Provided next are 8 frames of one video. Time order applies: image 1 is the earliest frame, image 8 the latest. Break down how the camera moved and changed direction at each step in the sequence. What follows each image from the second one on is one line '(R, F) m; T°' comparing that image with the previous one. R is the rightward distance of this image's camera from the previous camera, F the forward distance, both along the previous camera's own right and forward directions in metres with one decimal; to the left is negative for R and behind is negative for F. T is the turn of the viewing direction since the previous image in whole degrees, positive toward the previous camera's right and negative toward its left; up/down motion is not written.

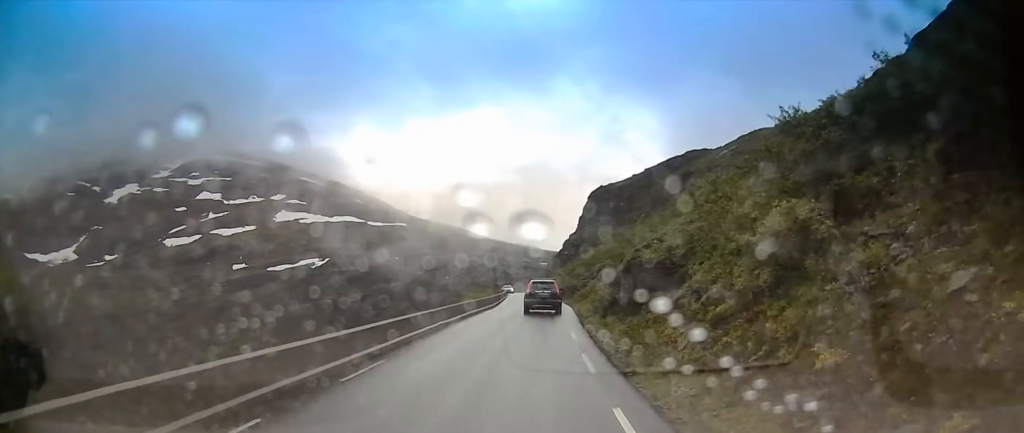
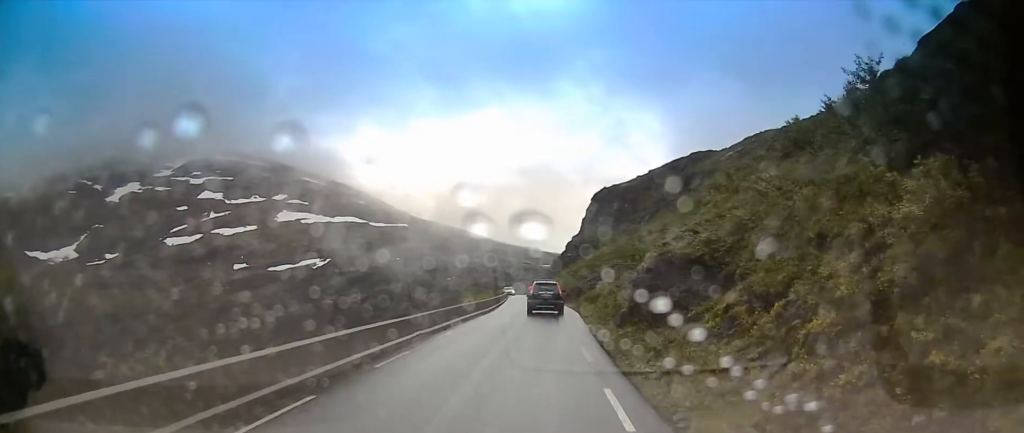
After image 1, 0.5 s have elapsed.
(-0.3, +4.5) m; -2°
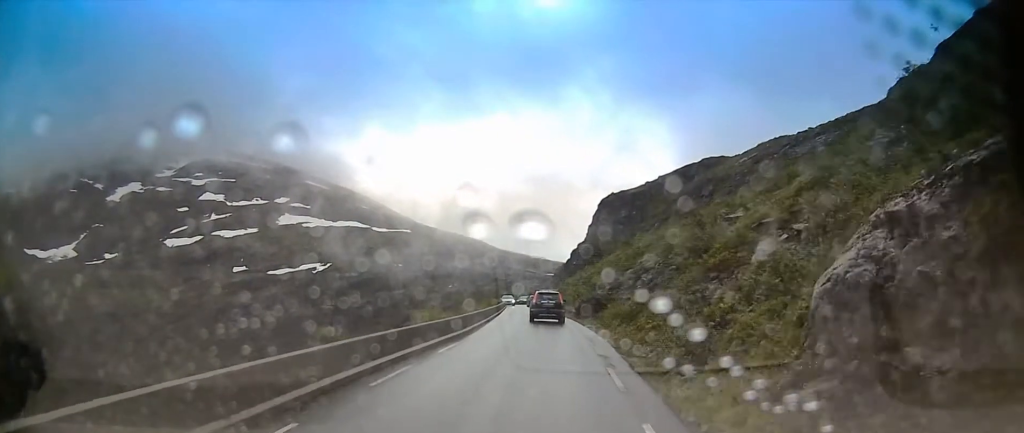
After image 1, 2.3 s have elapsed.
(+1.0, +14.3) m; +5°
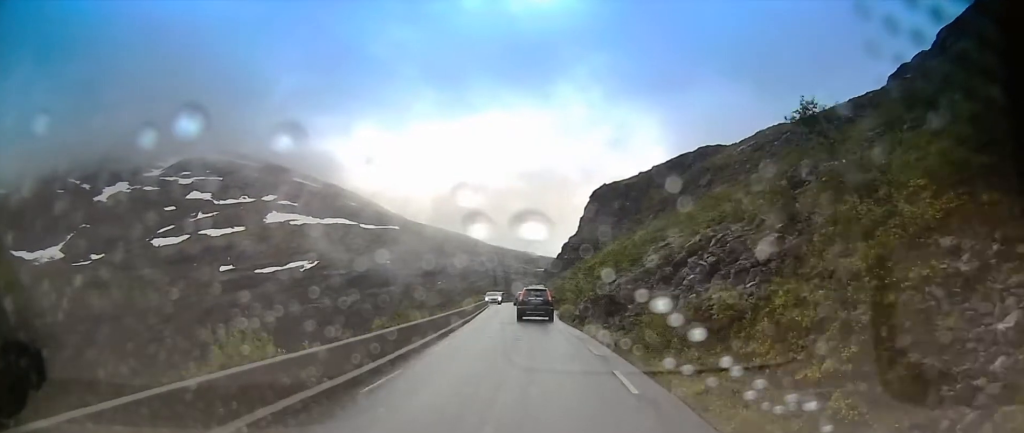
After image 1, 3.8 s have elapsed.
(-0.6, +12.9) m; -2°
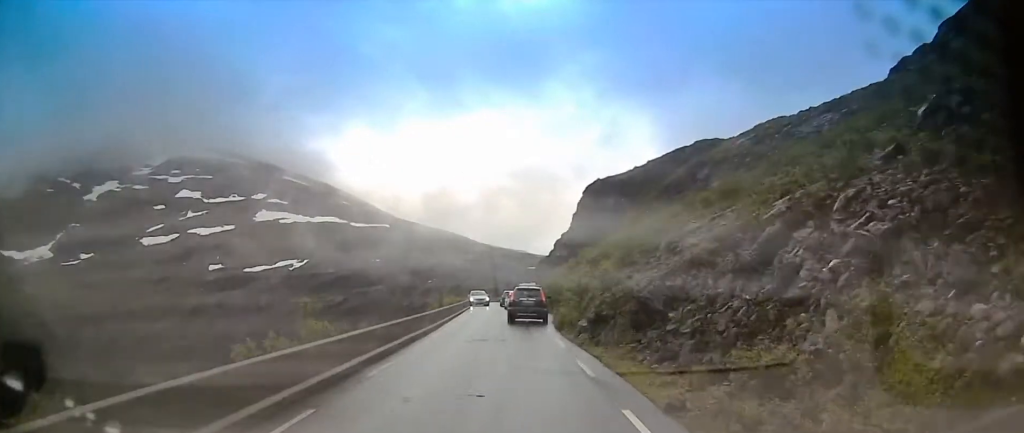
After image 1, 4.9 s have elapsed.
(+0.4, +10.2) m; +2°
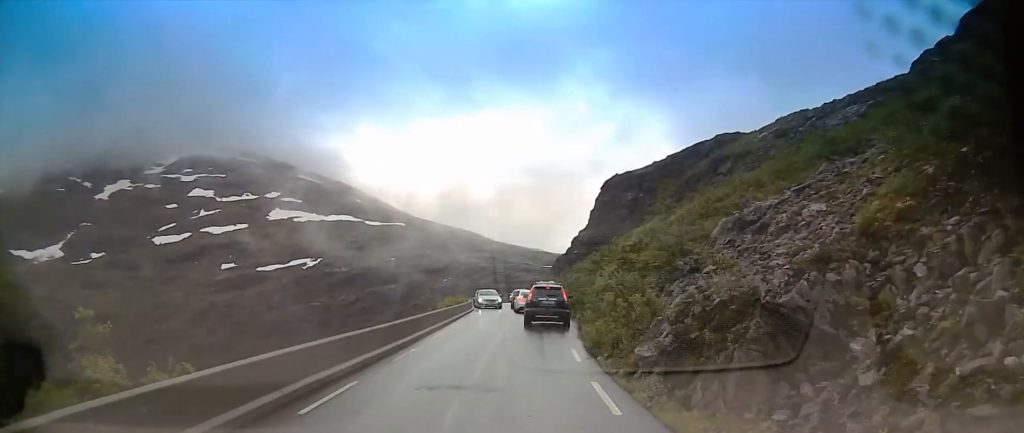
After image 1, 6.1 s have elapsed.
(-0.2, +9.5) m; -3°
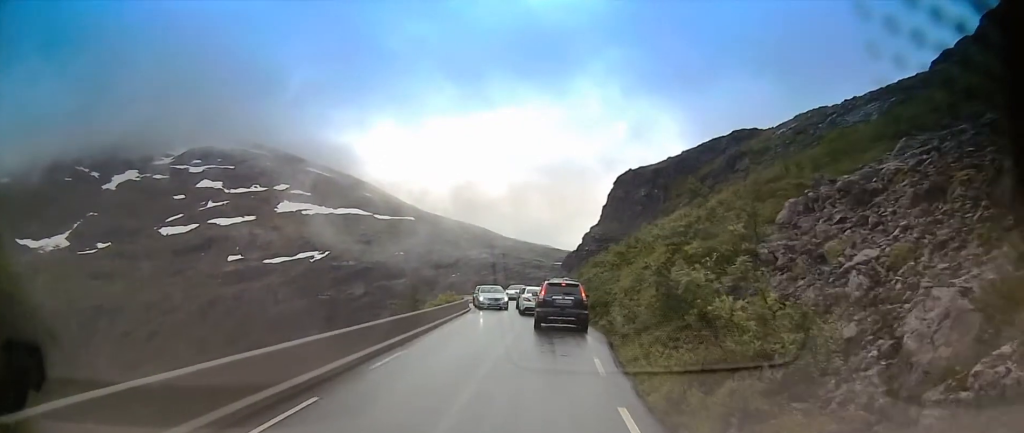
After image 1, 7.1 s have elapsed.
(-0.3, +7.8) m; 0°
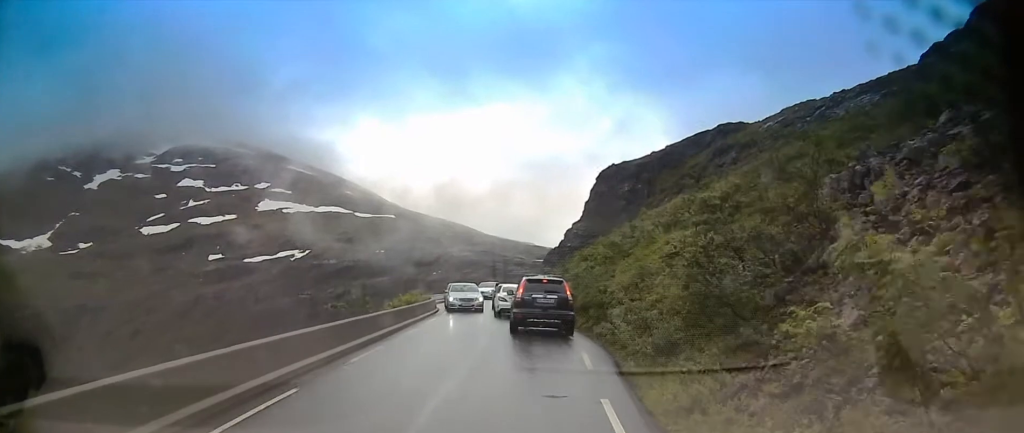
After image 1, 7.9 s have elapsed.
(0.0, +5.0) m; +3°
